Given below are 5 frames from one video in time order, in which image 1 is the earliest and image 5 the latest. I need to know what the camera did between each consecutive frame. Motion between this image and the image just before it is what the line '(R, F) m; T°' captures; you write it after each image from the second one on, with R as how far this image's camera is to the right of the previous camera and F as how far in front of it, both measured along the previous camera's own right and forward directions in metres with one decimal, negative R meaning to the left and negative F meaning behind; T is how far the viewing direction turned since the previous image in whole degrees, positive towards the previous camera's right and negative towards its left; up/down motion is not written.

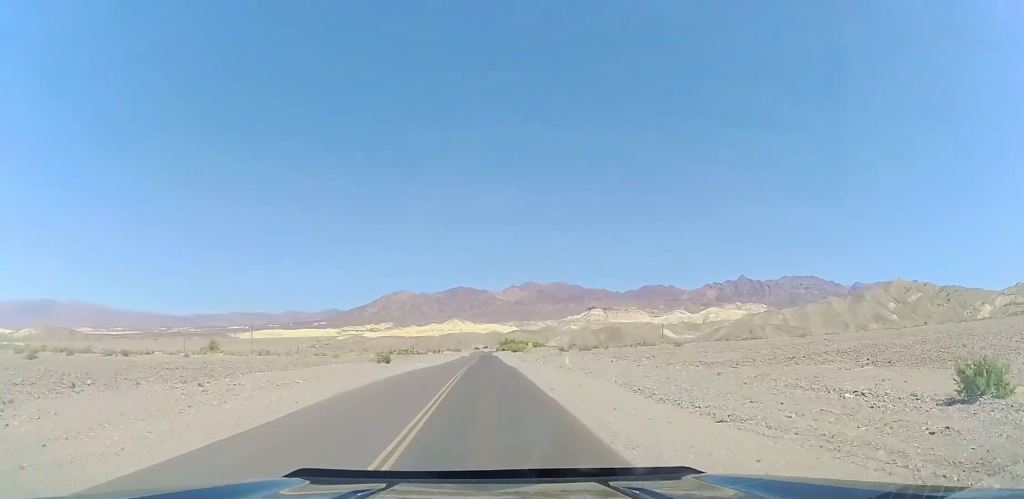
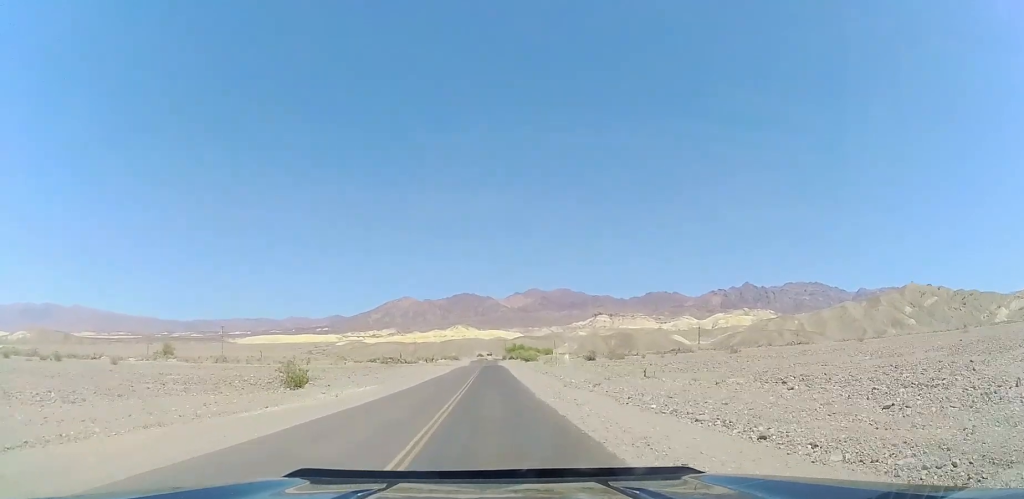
(+1.0, +29.8) m; +2°
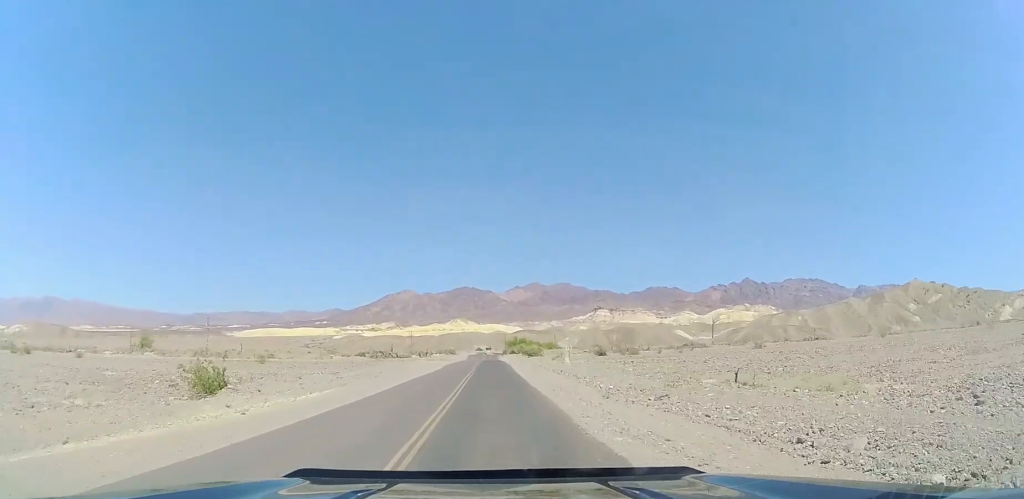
(0.0, +10.6) m; -1°
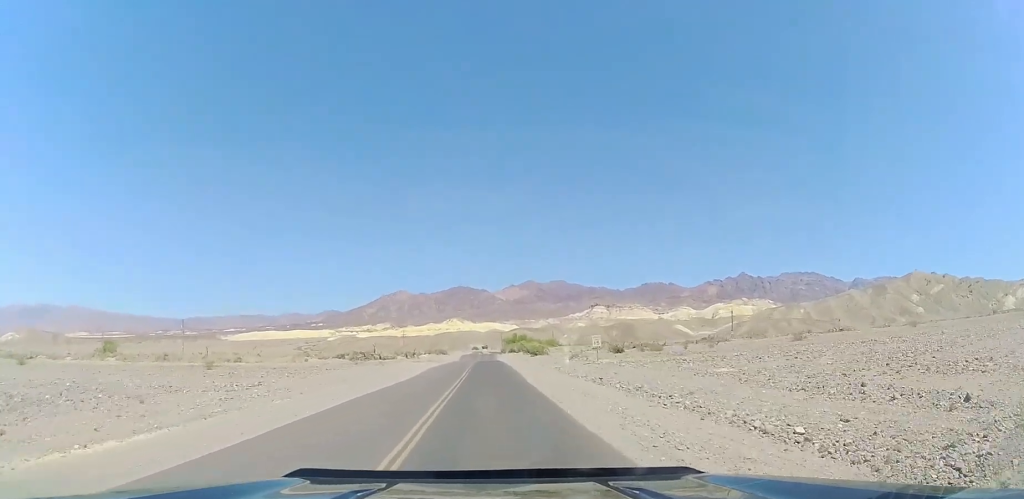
(-0.3, +14.7) m; -3°
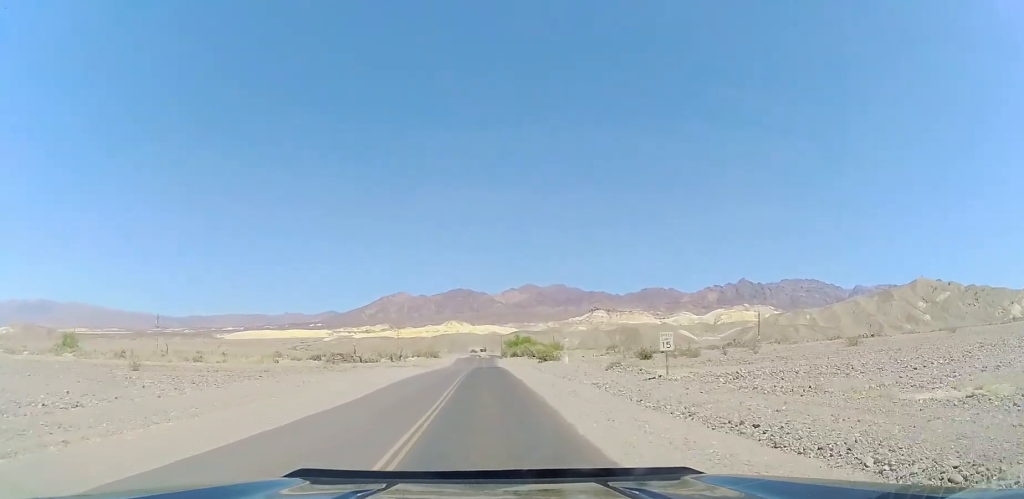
(-0.4, +14.8) m; 0°
